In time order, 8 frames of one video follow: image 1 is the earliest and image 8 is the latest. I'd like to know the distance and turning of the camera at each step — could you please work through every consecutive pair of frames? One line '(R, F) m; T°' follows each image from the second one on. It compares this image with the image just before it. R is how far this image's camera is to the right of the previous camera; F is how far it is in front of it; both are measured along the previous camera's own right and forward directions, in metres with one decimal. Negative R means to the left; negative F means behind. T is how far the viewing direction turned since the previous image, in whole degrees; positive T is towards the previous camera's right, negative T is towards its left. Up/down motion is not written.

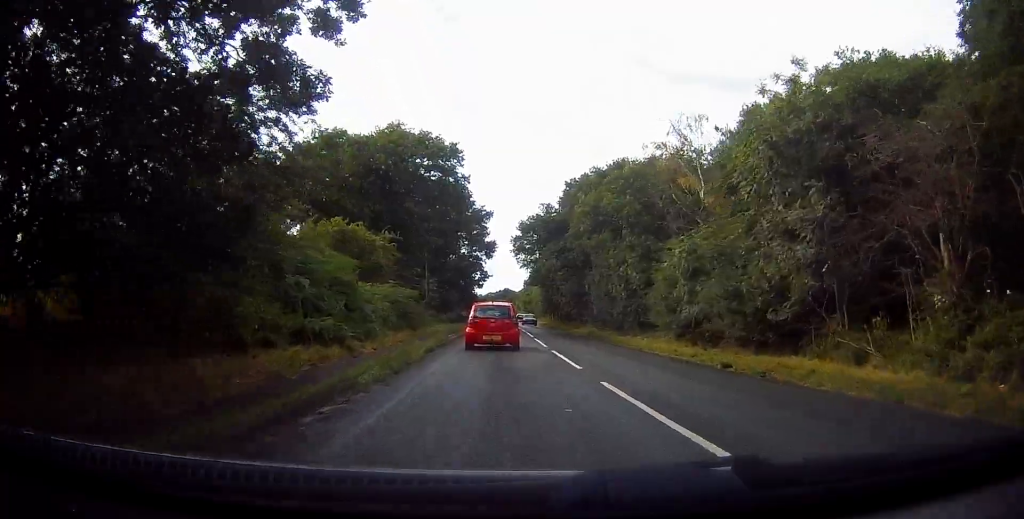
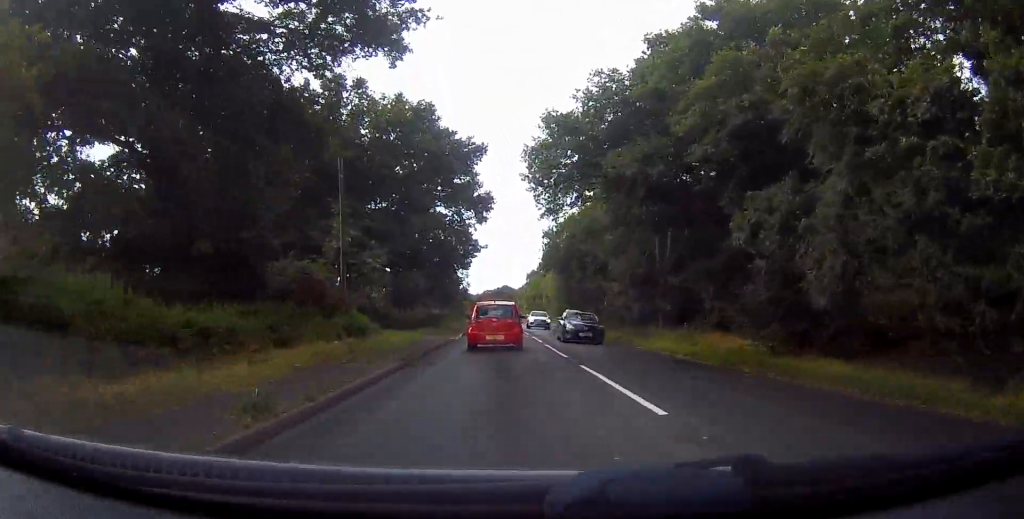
(+0.3, +26.3) m; -1°
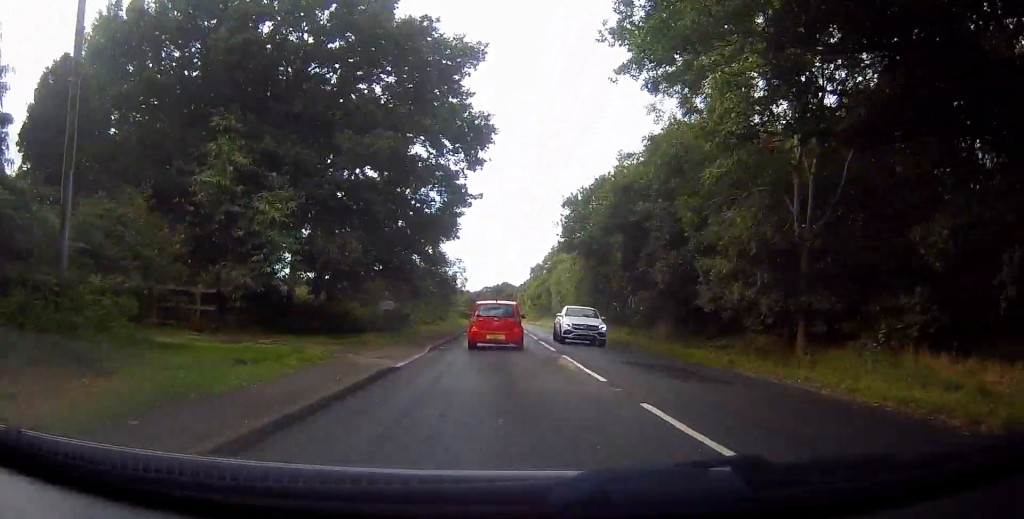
(-0.5, +15.5) m; 0°
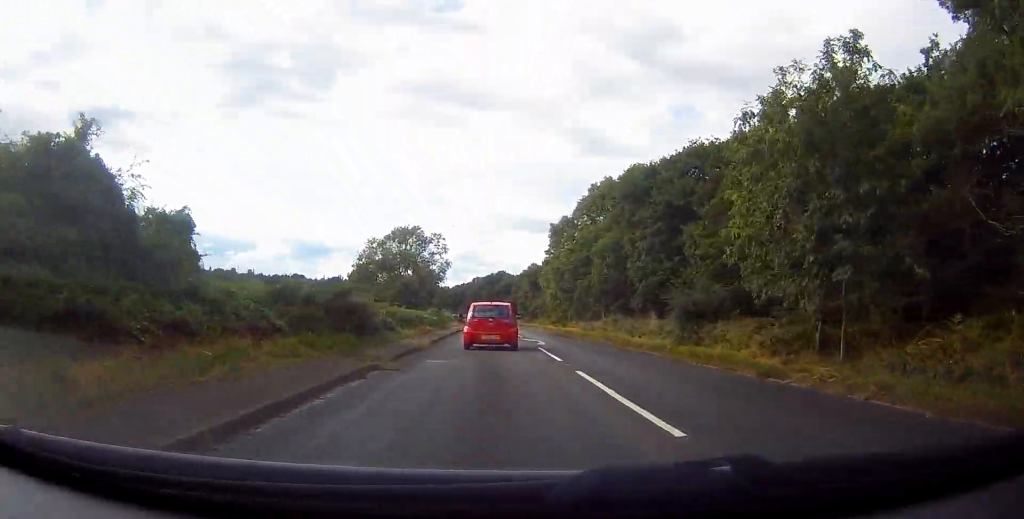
(+1.0, +54.3) m; 0°
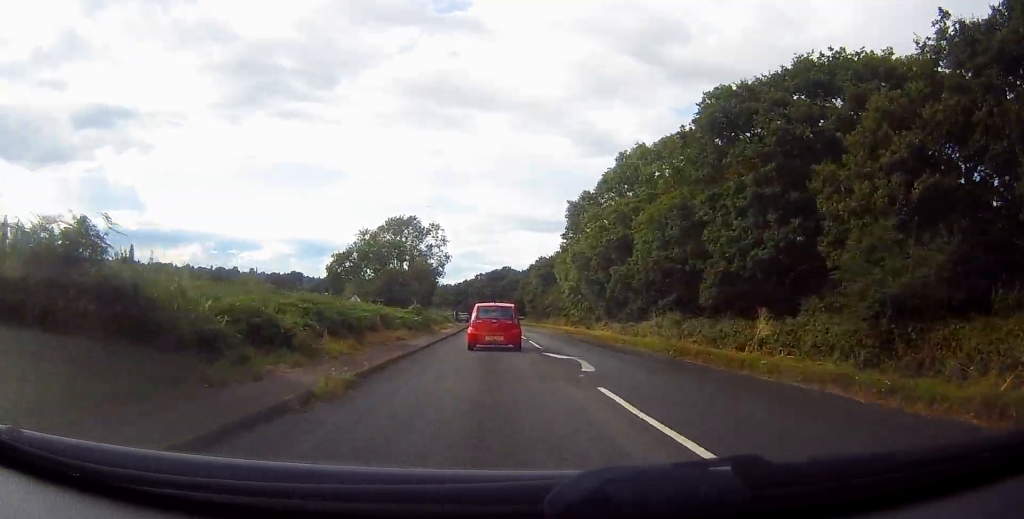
(+0.1, +12.3) m; -1°
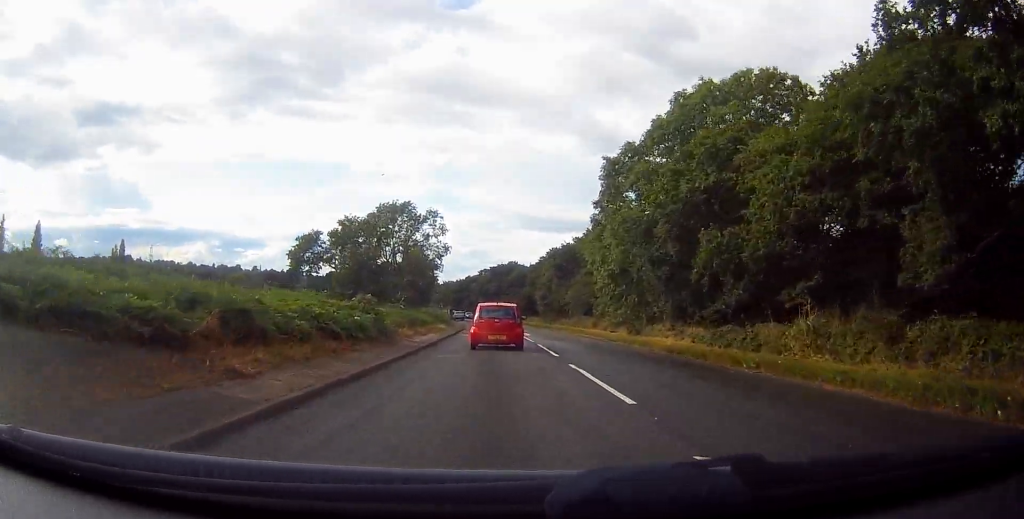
(-0.4, +14.5) m; 0°
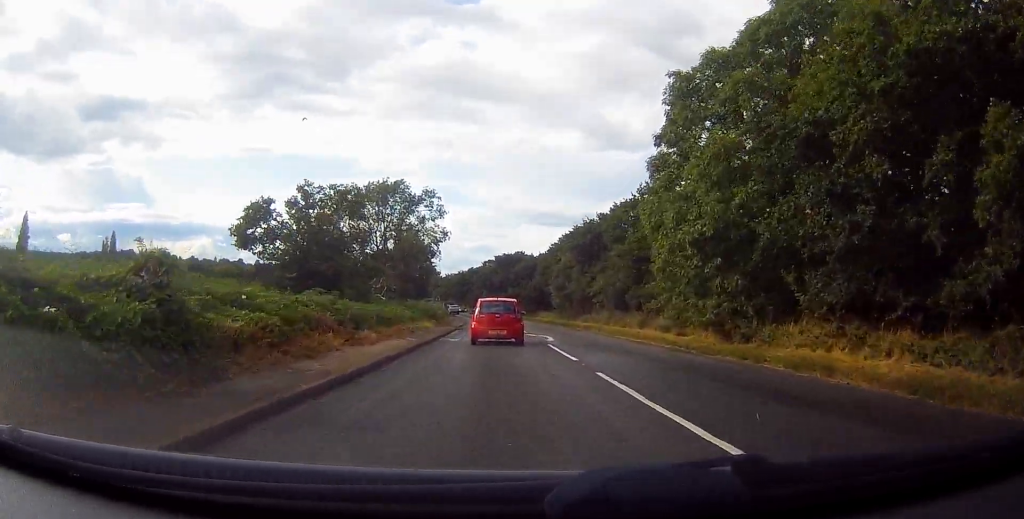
(+0.2, +13.3) m; 0°
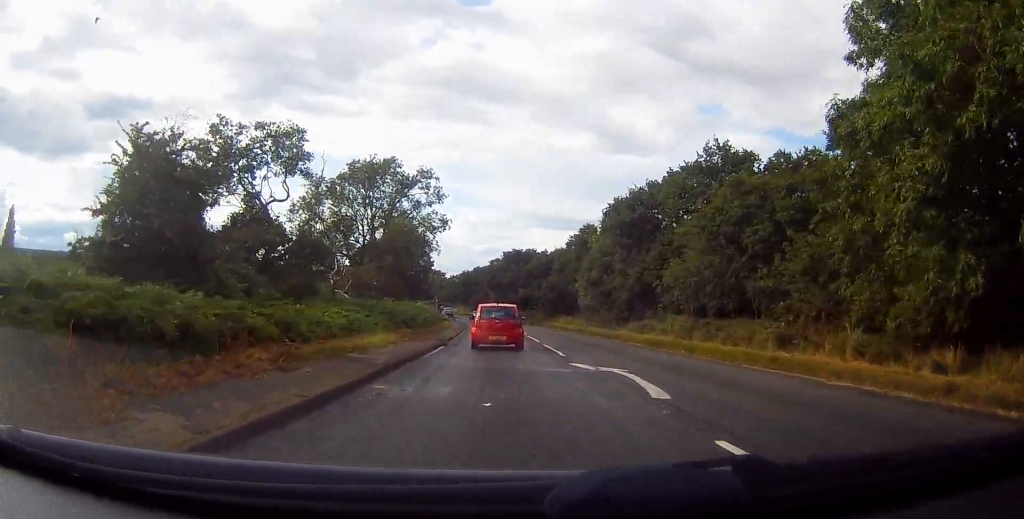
(+0.1, +15.5) m; 0°
